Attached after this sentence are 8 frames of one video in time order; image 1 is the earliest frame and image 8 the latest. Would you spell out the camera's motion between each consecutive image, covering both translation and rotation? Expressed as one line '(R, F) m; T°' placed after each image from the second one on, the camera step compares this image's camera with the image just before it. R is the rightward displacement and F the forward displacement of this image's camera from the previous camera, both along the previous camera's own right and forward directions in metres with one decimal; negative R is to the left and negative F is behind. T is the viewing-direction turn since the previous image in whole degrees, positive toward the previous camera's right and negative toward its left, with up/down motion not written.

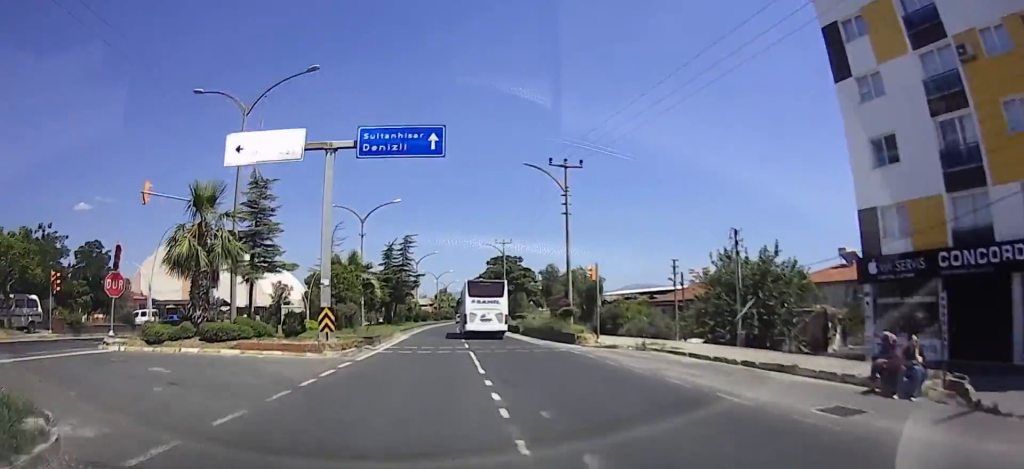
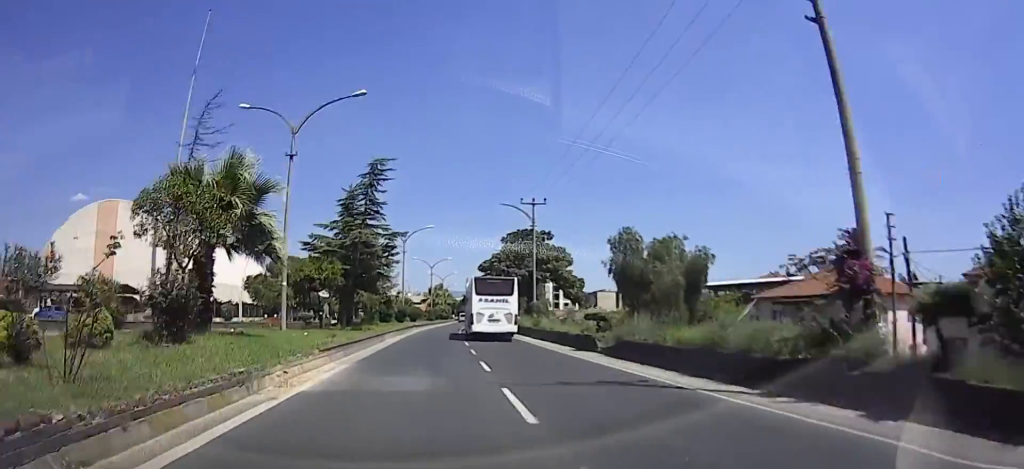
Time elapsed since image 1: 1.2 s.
(0.0, +21.9) m; 0°
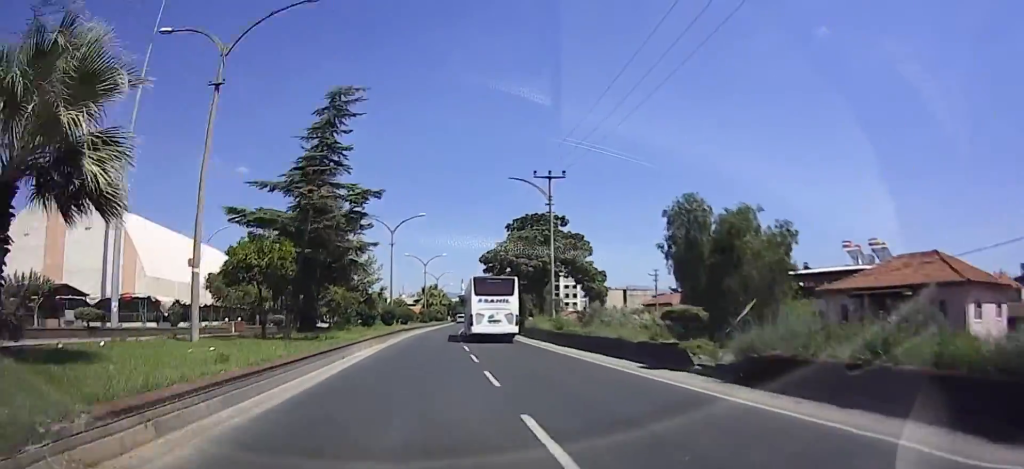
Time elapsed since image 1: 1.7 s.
(0.0, +8.3) m; 0°
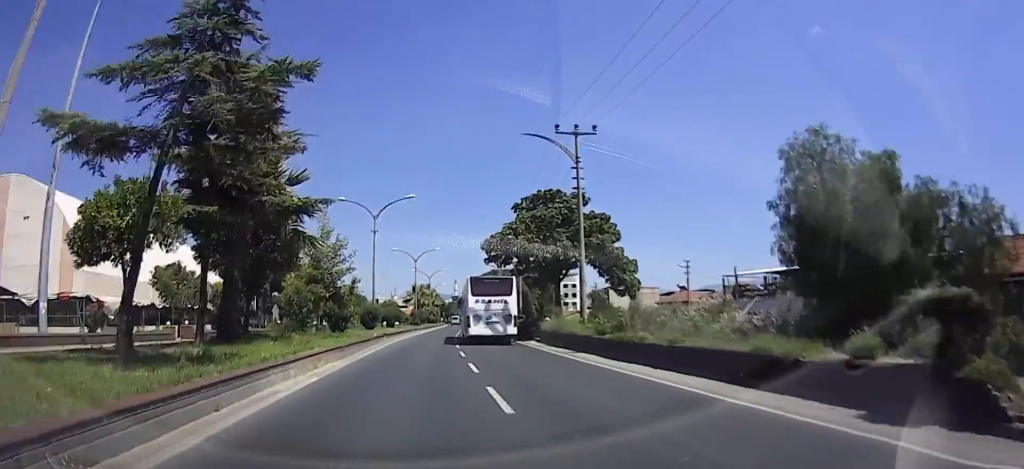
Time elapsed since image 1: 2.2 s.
(0.0, +8.4) m; 0°
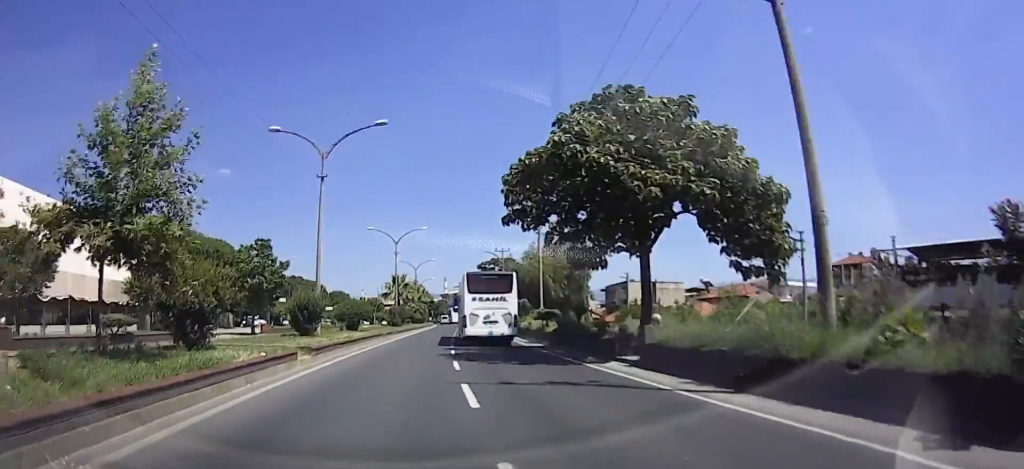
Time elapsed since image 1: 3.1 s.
(0.0, +16.5) m; 0°
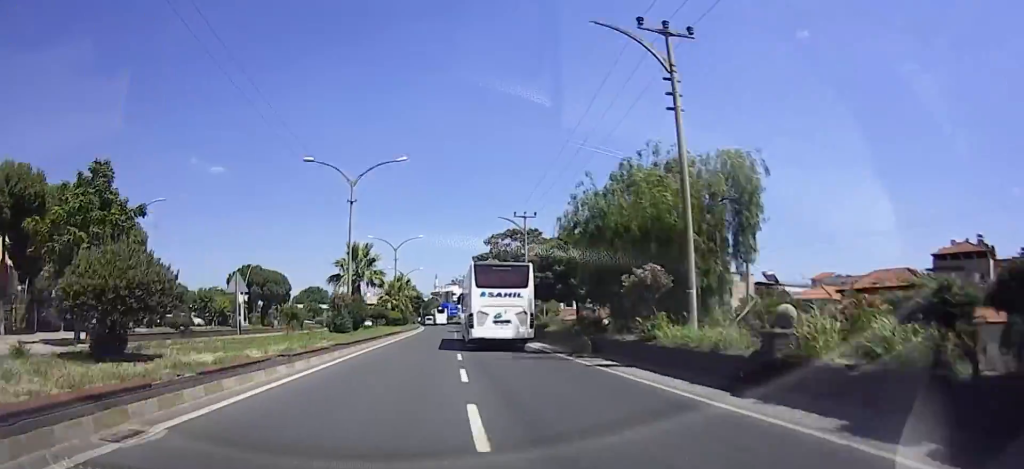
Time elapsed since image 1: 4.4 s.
(0.0, +25.1) m; 0°
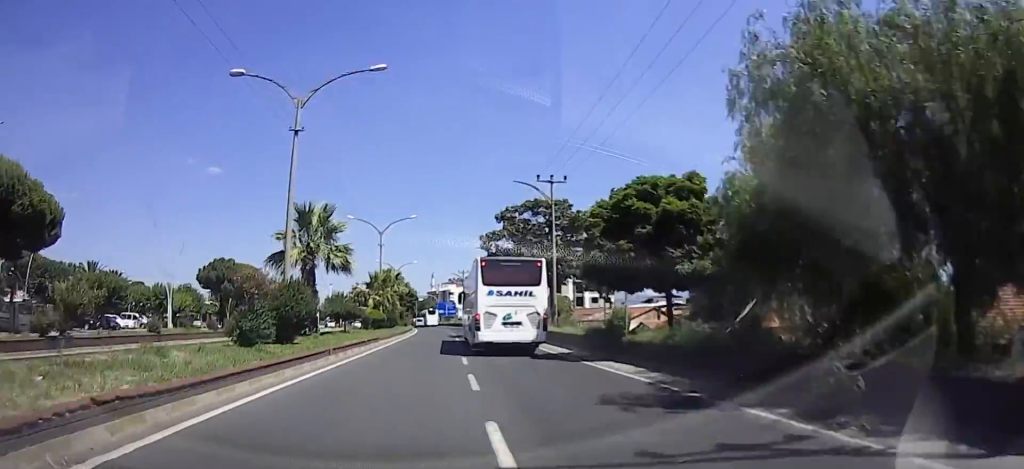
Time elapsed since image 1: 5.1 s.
(0.0, +12.7) m; 0°
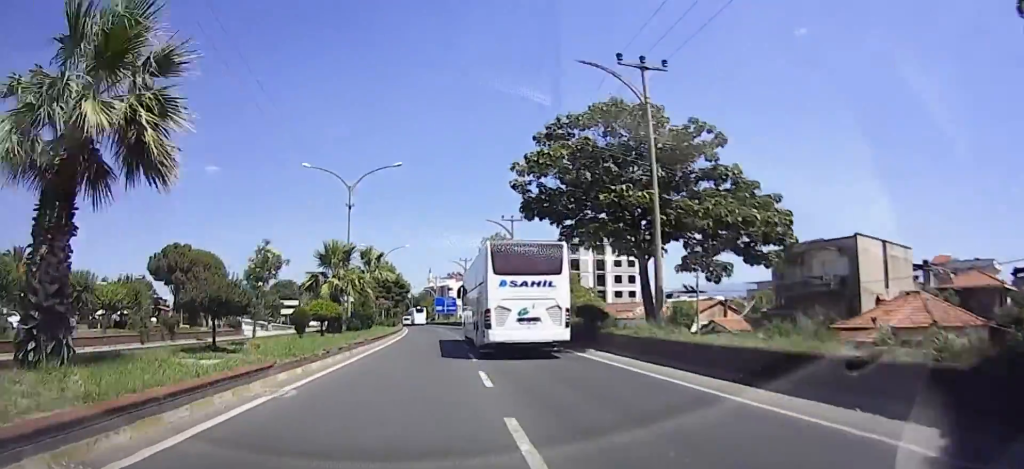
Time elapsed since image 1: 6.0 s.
(0.0, +17.3) m; 0°
